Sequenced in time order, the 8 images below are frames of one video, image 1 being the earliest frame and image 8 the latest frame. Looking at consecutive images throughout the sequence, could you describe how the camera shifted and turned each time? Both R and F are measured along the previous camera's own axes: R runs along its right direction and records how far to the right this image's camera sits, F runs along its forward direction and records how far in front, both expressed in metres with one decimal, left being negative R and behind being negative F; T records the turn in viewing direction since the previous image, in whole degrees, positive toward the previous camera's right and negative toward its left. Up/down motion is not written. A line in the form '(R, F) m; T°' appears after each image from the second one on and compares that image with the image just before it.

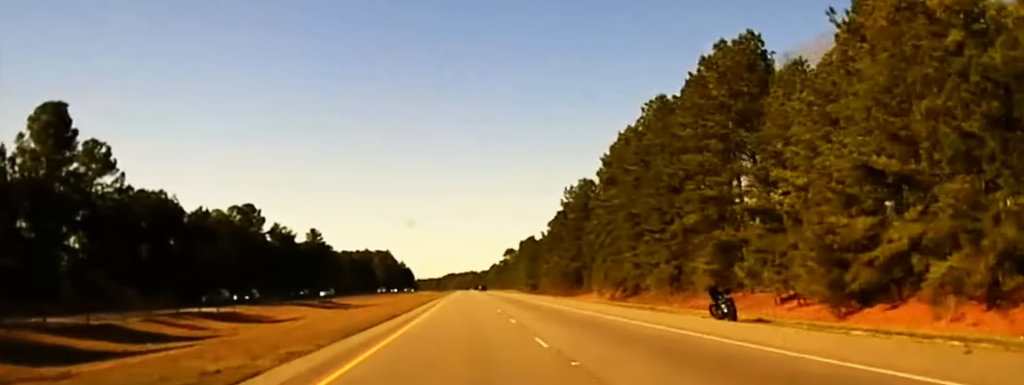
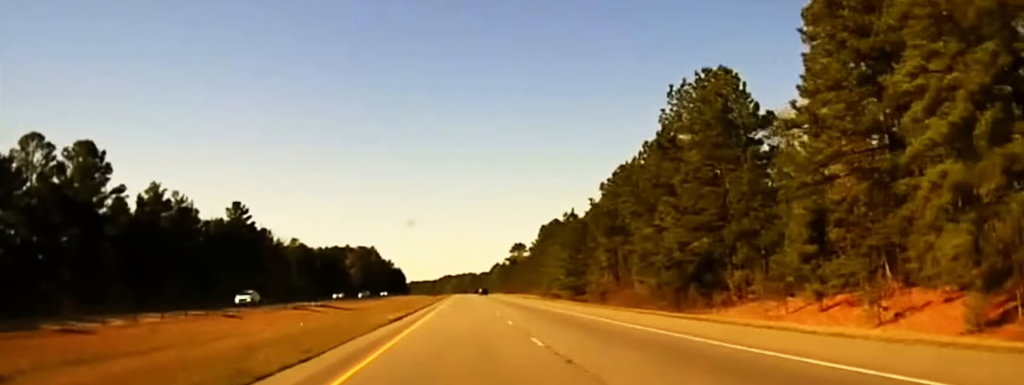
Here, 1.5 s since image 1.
(+0.4, +82.8) m; 0°
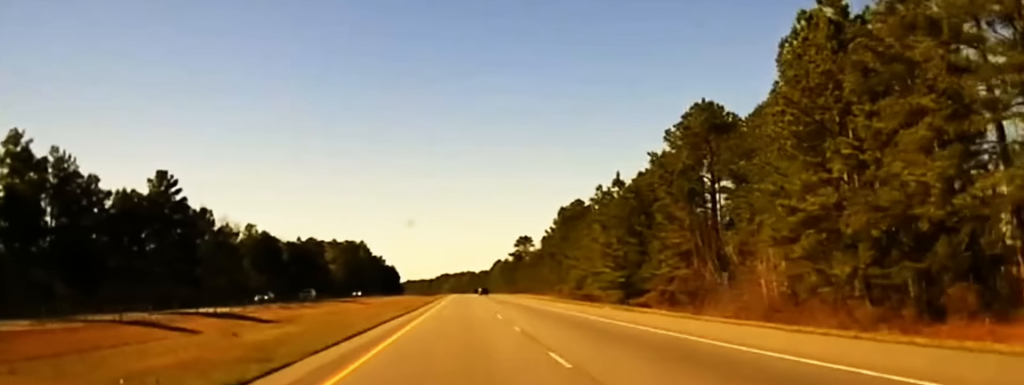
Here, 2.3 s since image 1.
(0.0, +42.3) m; 0°
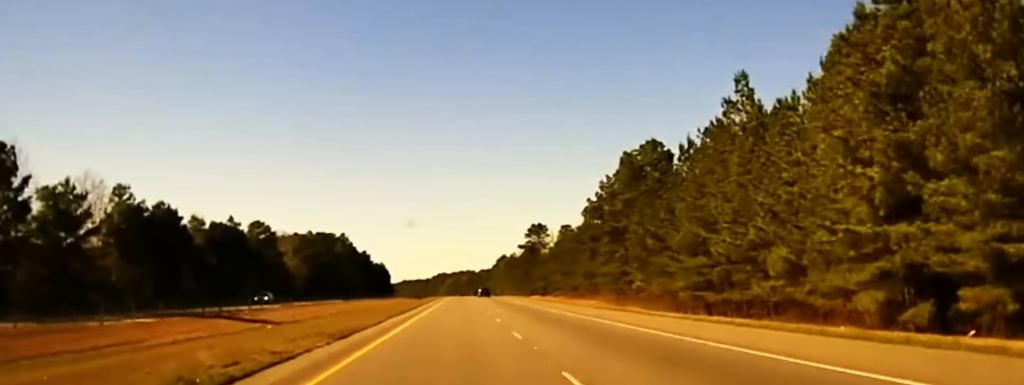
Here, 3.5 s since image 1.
(+0.2, +65.4) m; 0°
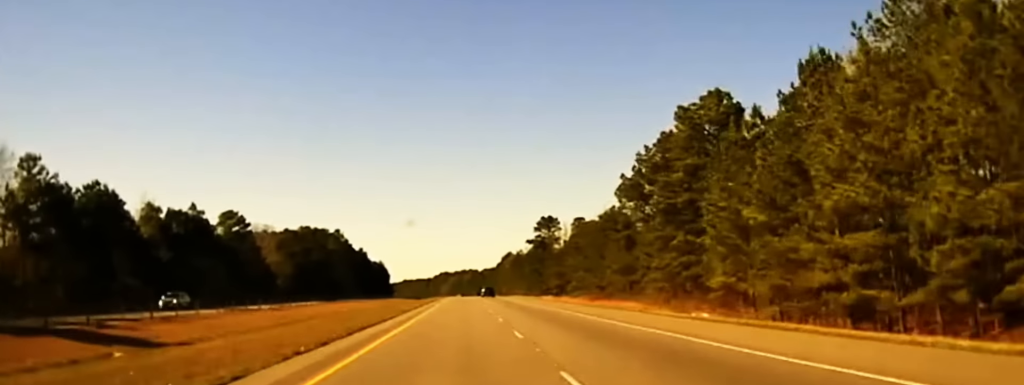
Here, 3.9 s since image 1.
(0.0, +24.5) m; 0°
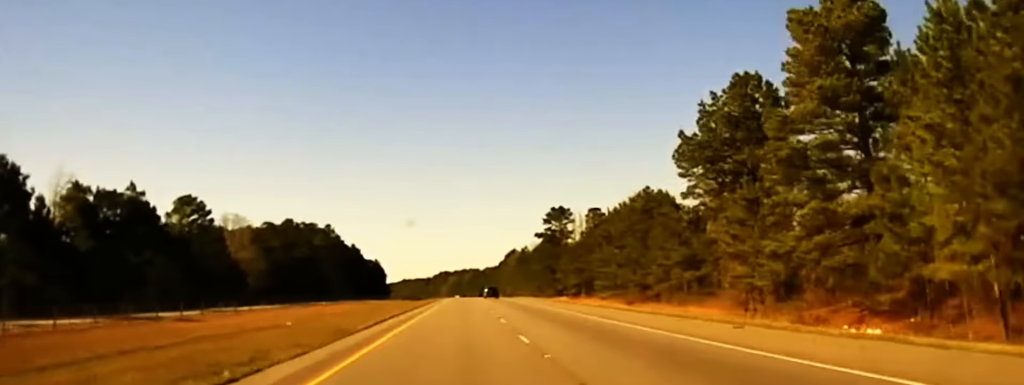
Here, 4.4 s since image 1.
(-0.1, +26.6) m; 0°
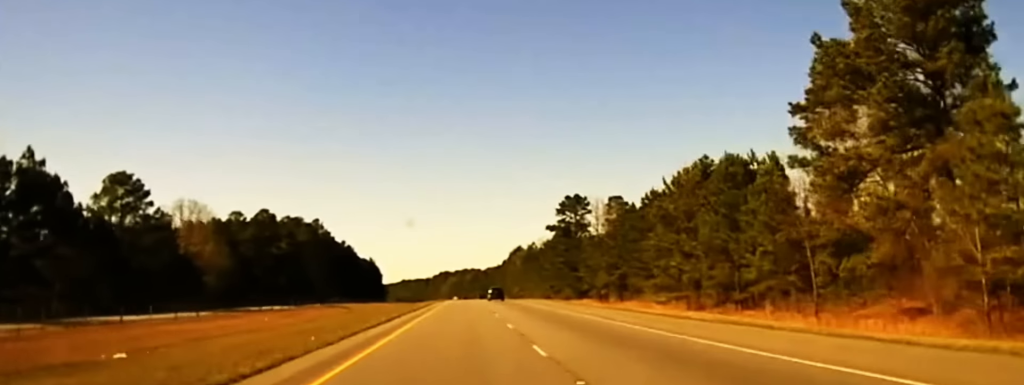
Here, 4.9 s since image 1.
(-0.1, +28.6) m; 0°
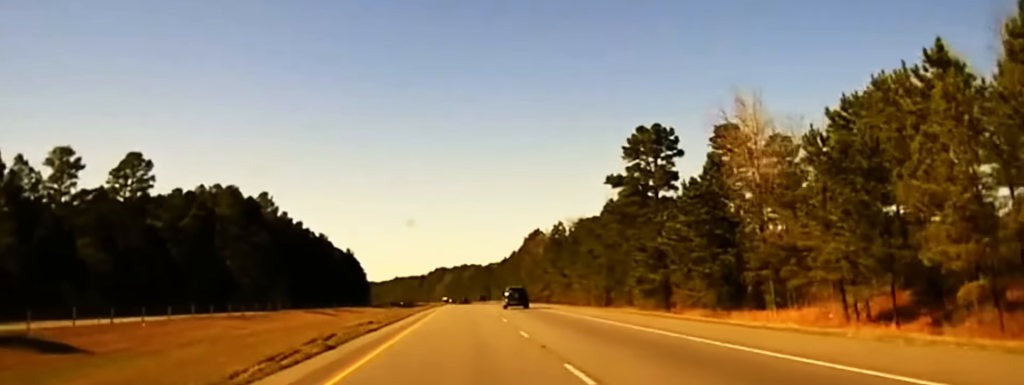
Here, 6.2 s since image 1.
(+0.1, +78.7) m; 0°
